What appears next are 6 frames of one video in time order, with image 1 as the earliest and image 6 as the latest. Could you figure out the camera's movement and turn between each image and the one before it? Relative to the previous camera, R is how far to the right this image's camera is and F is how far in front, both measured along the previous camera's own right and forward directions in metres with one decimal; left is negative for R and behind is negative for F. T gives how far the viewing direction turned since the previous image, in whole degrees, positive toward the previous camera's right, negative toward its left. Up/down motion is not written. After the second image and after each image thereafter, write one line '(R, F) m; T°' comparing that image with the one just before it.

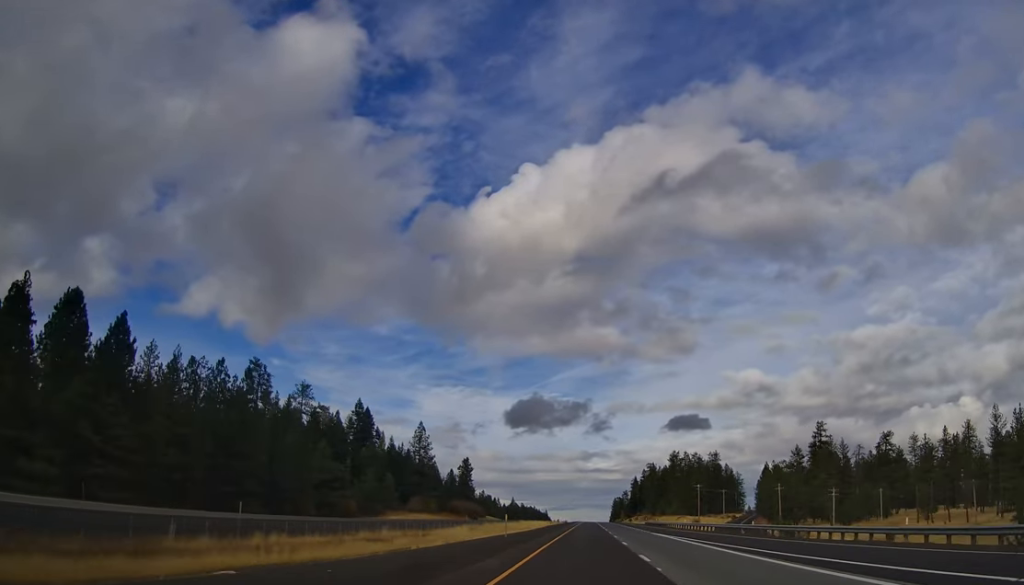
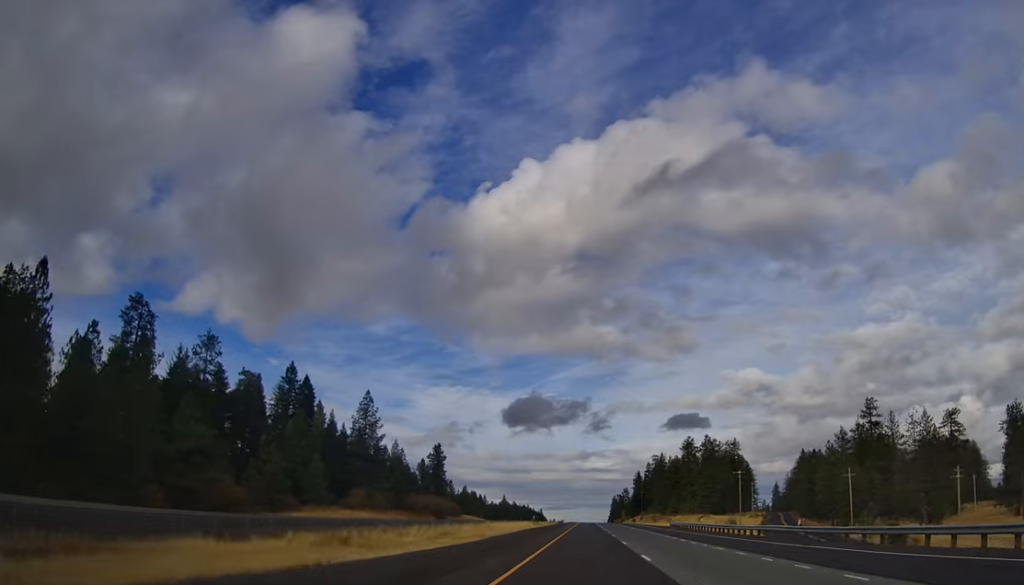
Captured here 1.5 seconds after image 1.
(+0.8, +49.3) m; +2°
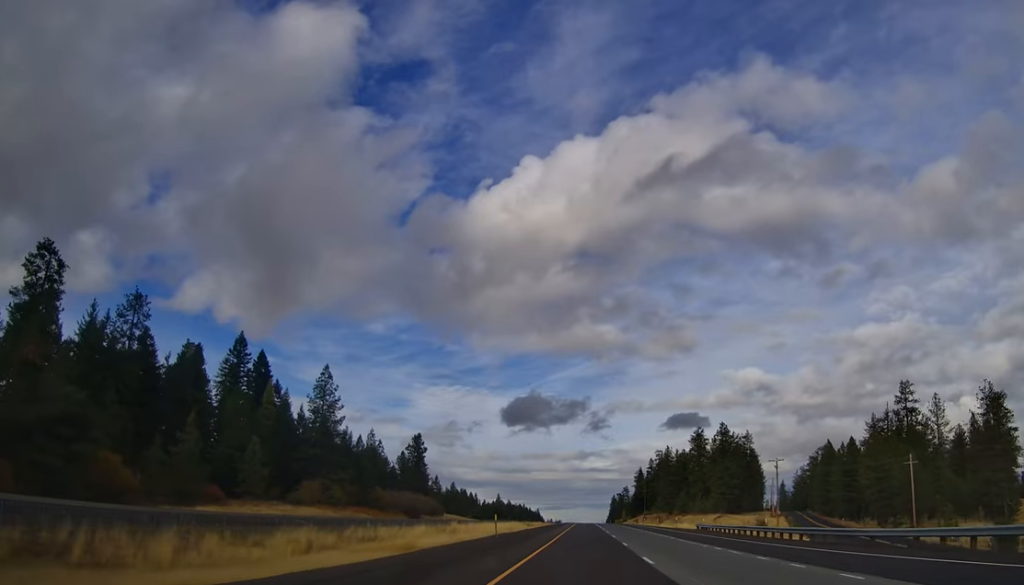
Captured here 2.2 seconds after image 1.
(+0.2, +25.9) m; 0°
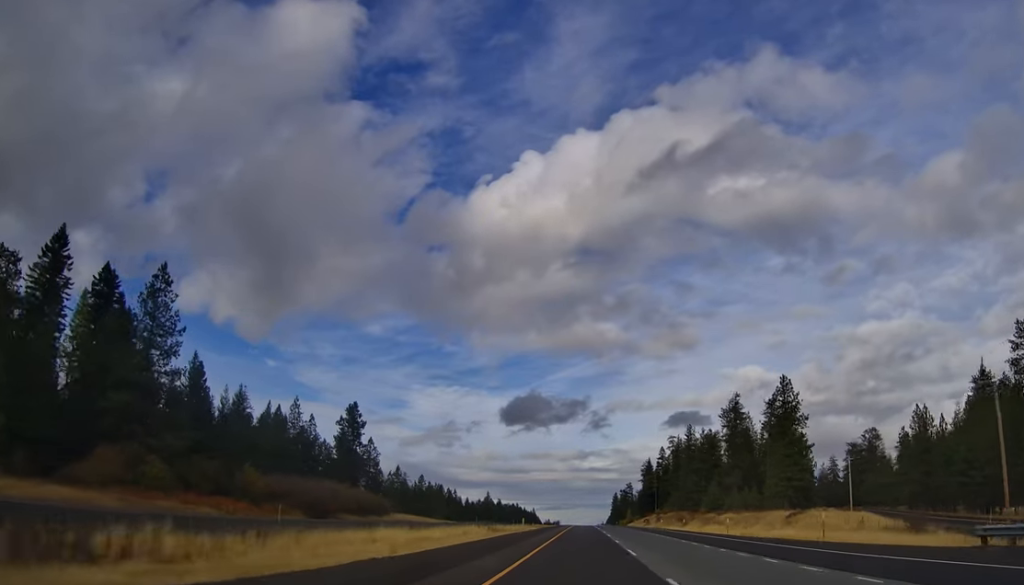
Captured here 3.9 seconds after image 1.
(-0.8, +57.0) m; -1°
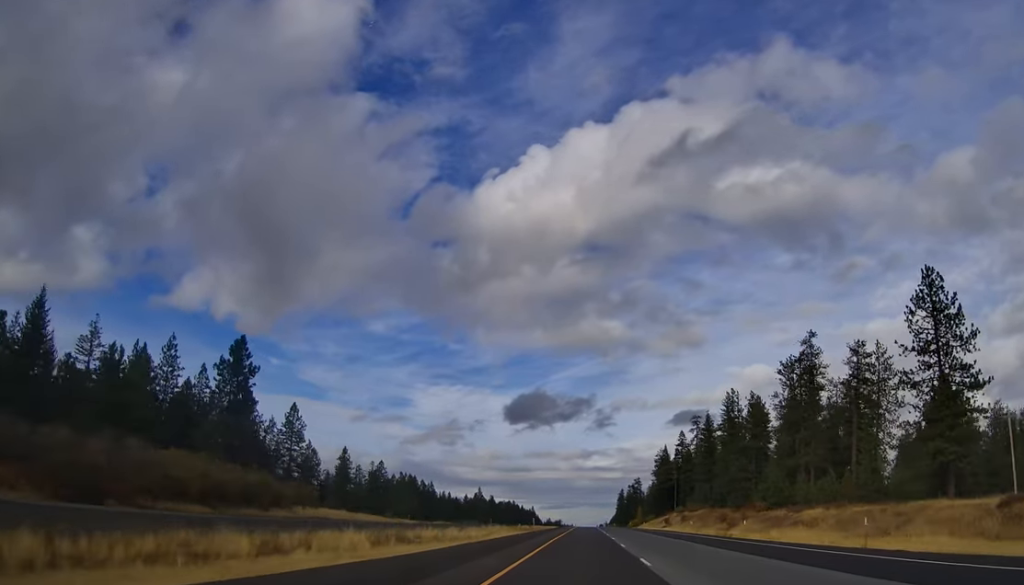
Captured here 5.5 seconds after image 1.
(+0.1, +53.5) m; +1°
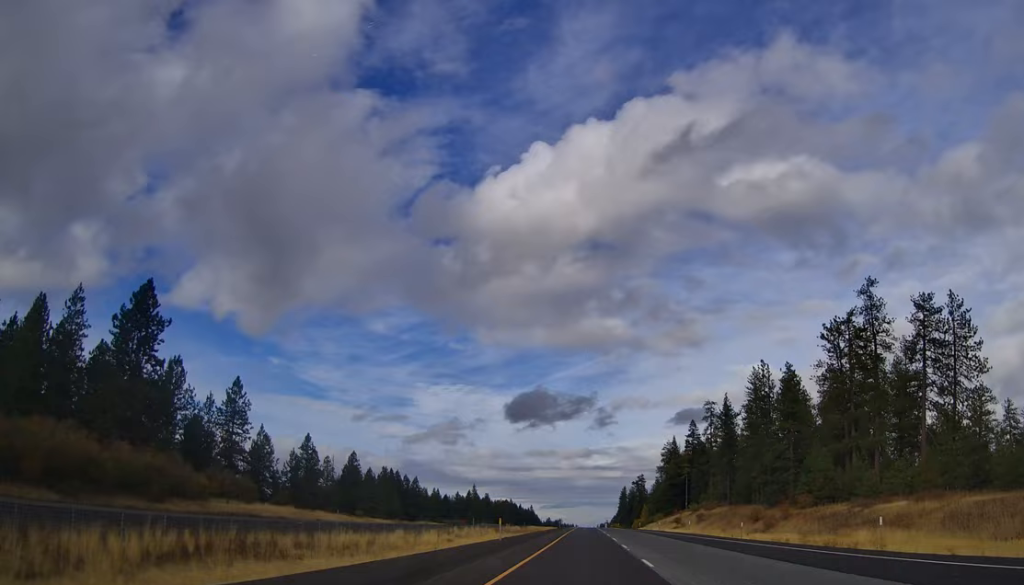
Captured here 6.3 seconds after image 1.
(+0.1, +24.5) m; 0°
